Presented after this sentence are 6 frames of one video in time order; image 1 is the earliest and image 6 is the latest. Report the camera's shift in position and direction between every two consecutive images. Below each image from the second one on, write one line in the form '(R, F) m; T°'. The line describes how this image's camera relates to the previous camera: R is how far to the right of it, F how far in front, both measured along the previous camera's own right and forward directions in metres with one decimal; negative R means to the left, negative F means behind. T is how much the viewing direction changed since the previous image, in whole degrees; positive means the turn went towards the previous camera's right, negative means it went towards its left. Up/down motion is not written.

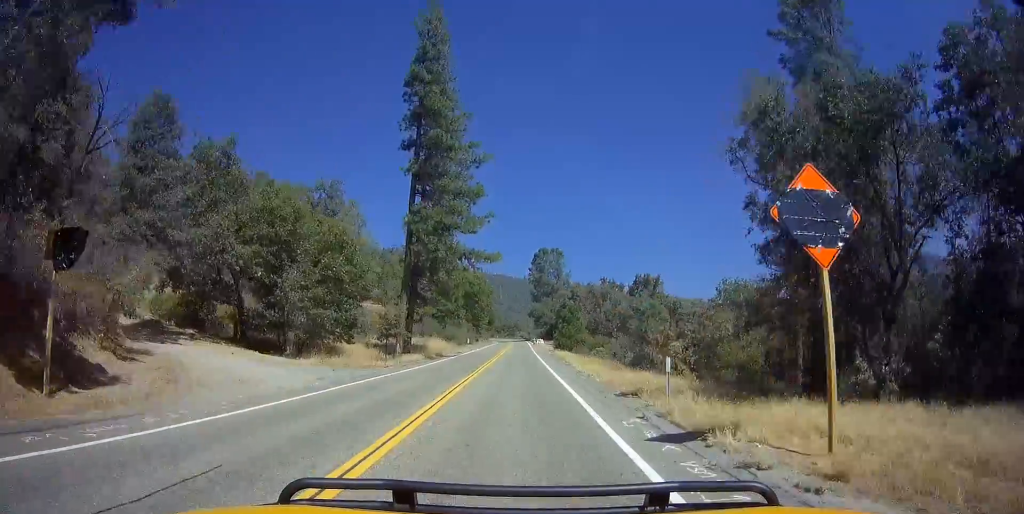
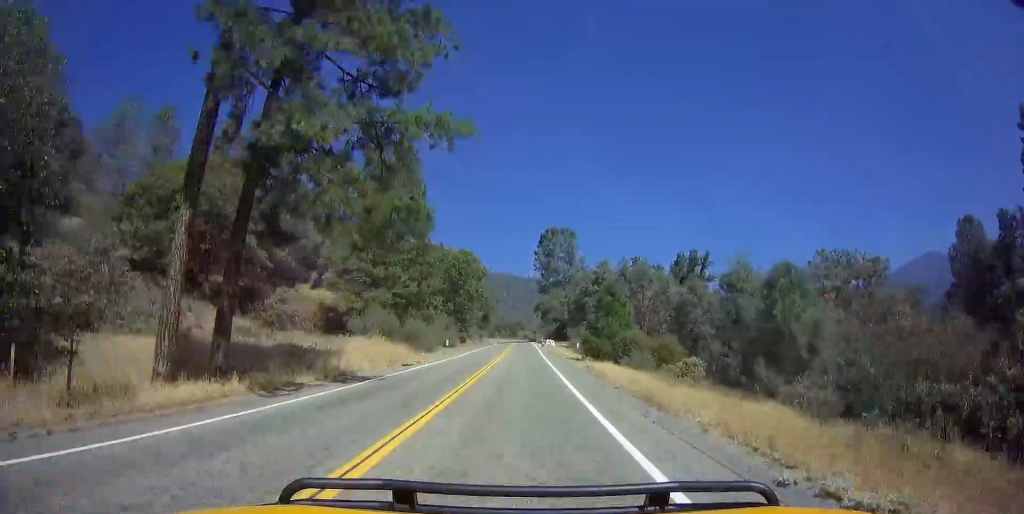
(0.0, +27.6) m; -1°
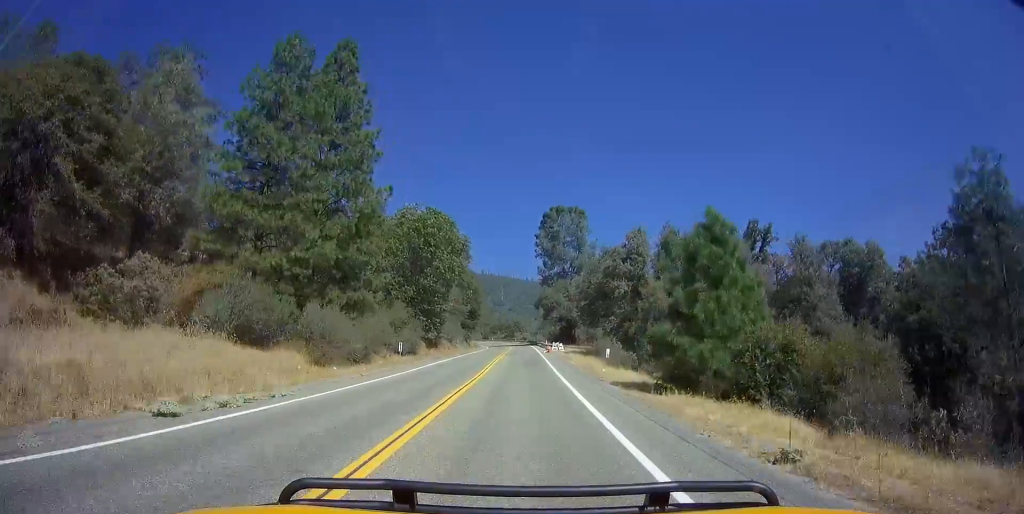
(-0.4, +21.8) m; -1°
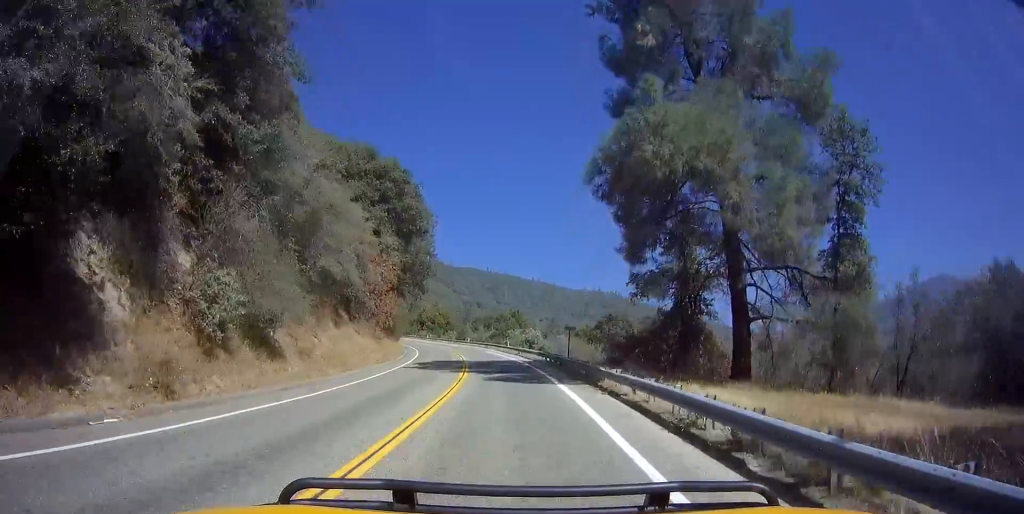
(-0.7, +72.9) m; -4°
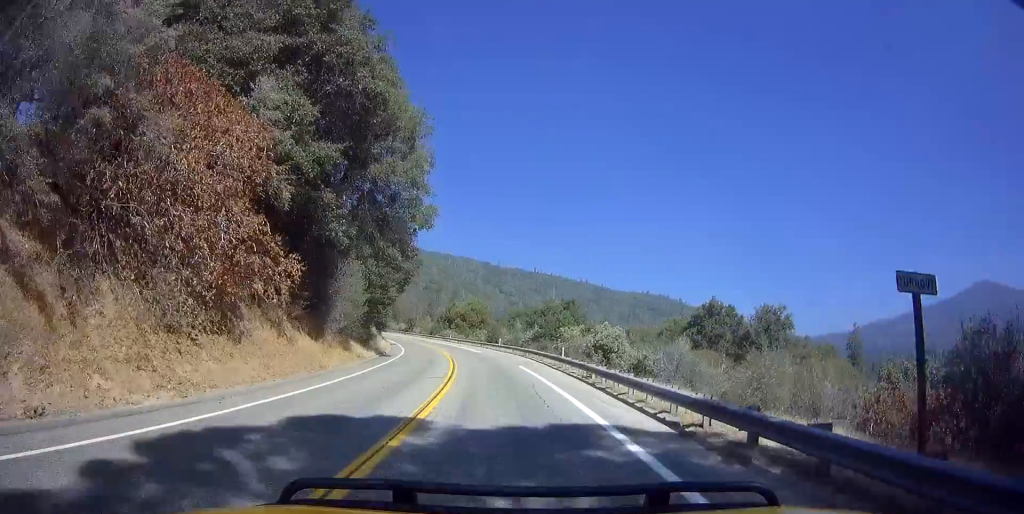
(-2.6, +26.7) m; -9°
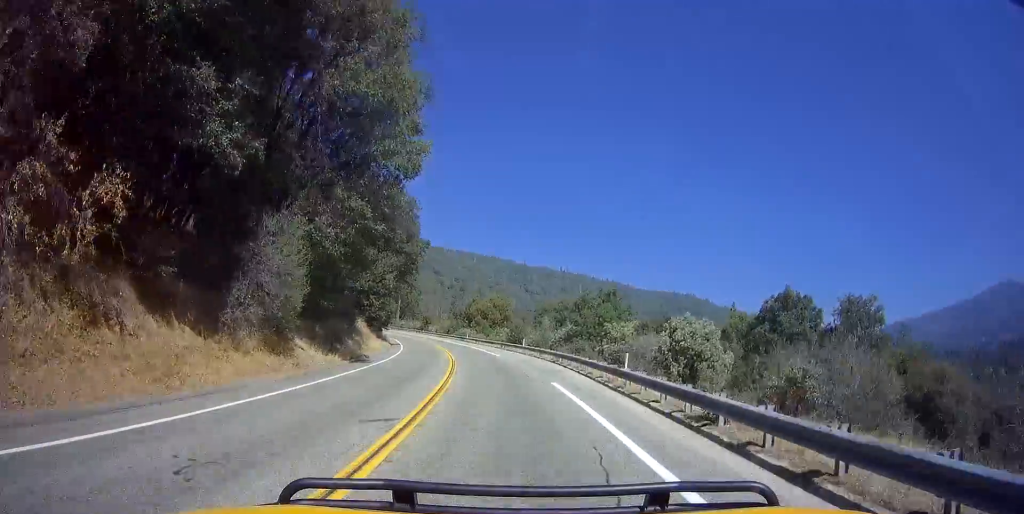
(-0.5, +11.2) m; -2°
